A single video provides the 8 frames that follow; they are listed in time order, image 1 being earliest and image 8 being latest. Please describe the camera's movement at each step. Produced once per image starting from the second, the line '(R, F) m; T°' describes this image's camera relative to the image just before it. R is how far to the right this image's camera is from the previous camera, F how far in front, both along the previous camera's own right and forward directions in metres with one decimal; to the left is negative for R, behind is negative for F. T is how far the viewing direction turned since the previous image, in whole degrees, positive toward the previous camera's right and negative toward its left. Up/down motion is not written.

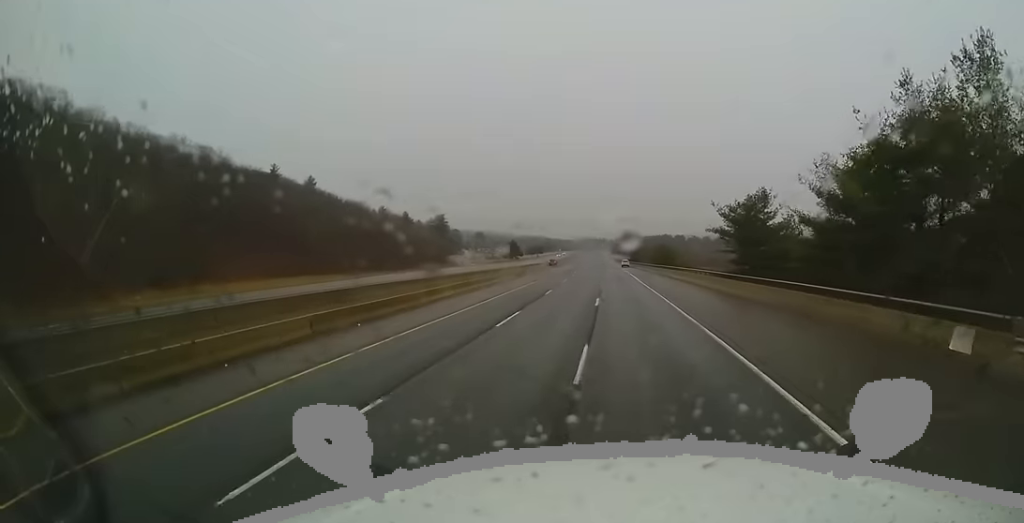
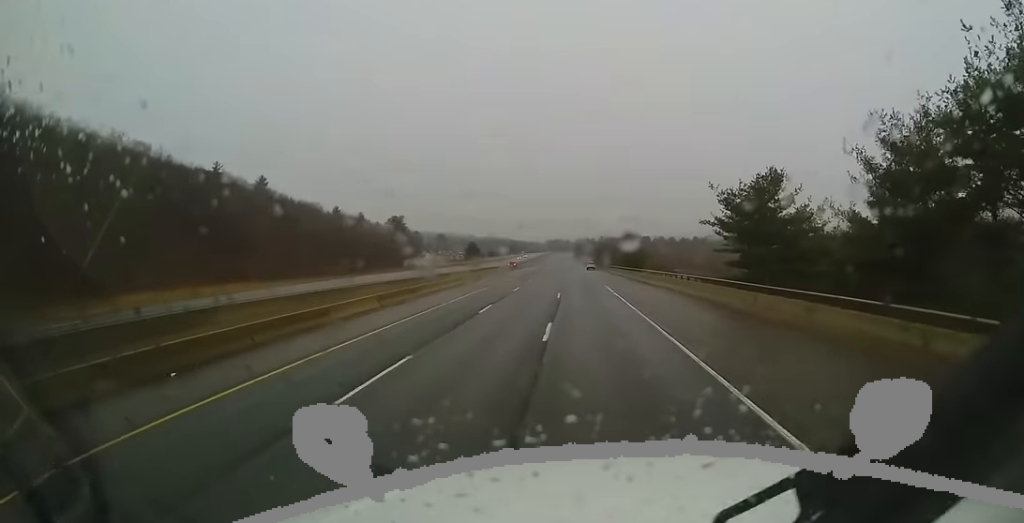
(+0.3, +7.9) m; +2°
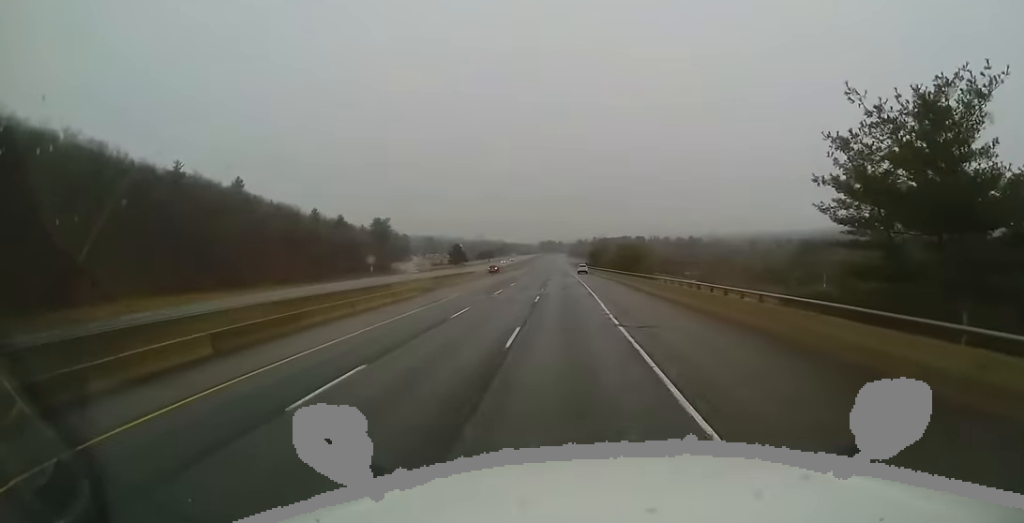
(+0.1, +12.6) m; +1°
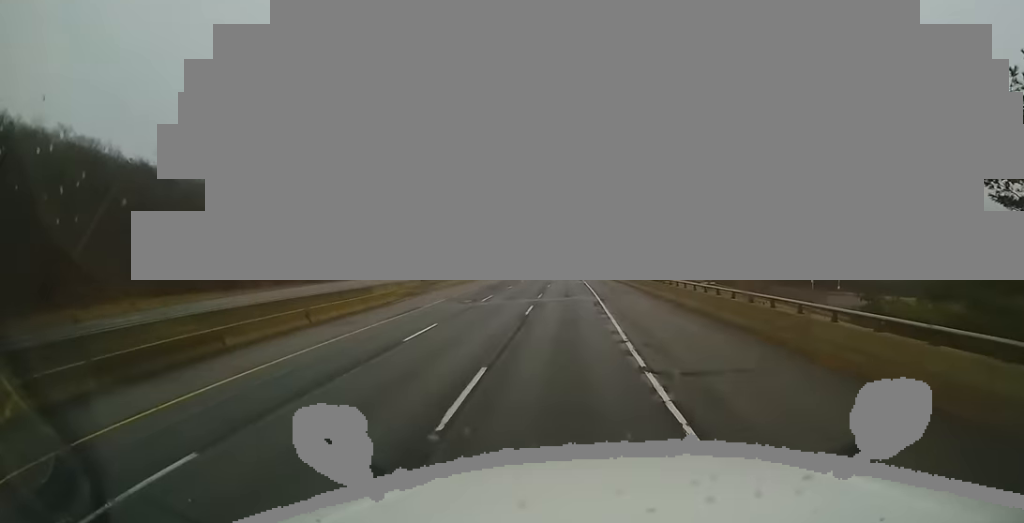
(0.0, +5.8) m; 0°
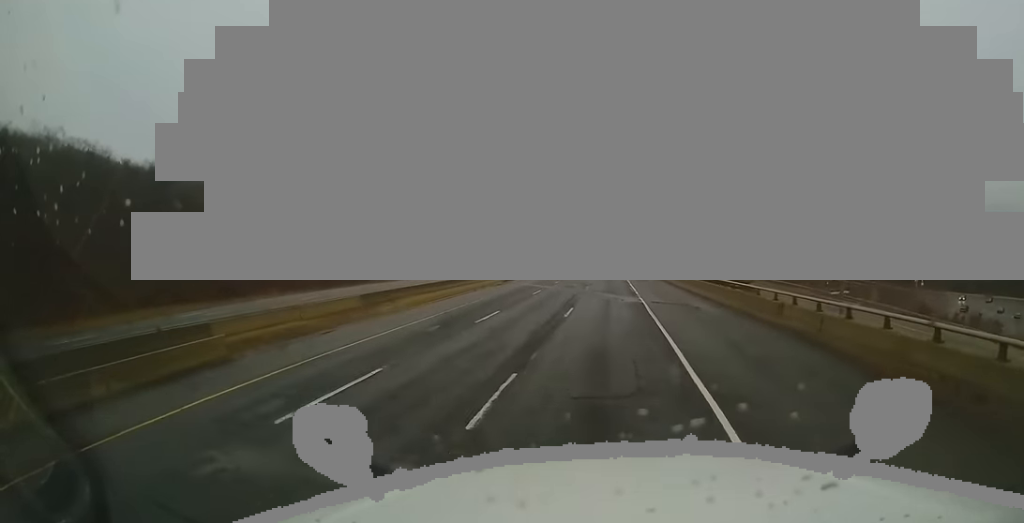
(0.0, +21.7) m; -1°
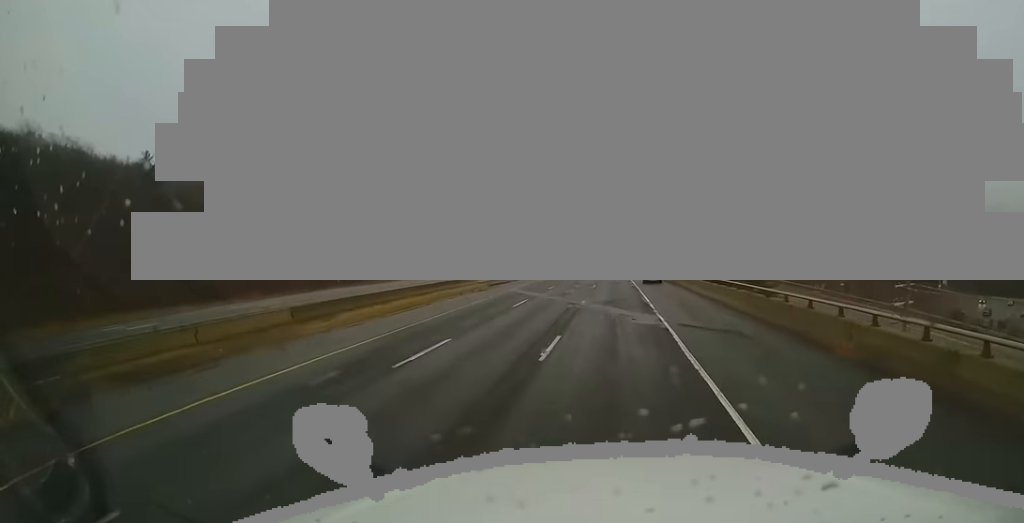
(0.0, +7.2) m; 0°
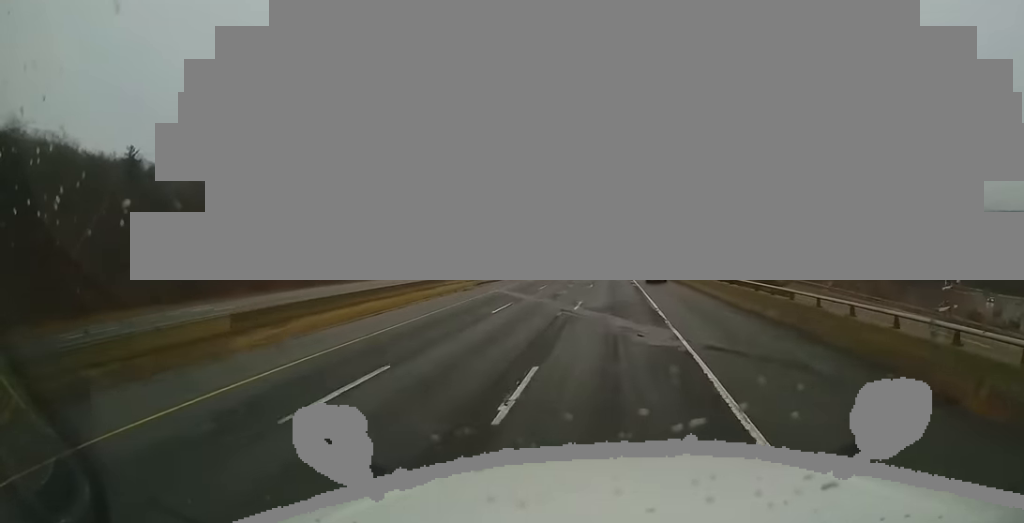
(0.0, +3.9) m; 0°
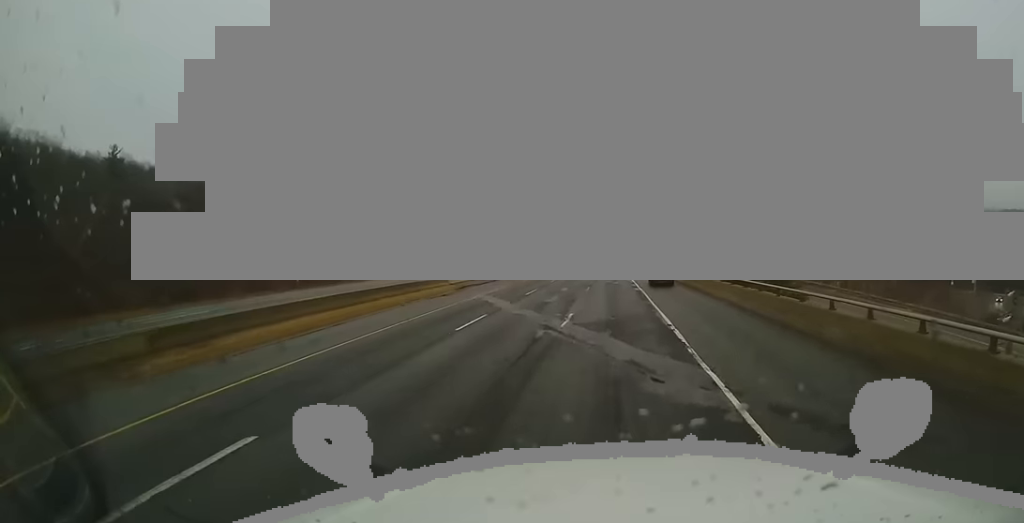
(0.0, +4.3) m; 0°
